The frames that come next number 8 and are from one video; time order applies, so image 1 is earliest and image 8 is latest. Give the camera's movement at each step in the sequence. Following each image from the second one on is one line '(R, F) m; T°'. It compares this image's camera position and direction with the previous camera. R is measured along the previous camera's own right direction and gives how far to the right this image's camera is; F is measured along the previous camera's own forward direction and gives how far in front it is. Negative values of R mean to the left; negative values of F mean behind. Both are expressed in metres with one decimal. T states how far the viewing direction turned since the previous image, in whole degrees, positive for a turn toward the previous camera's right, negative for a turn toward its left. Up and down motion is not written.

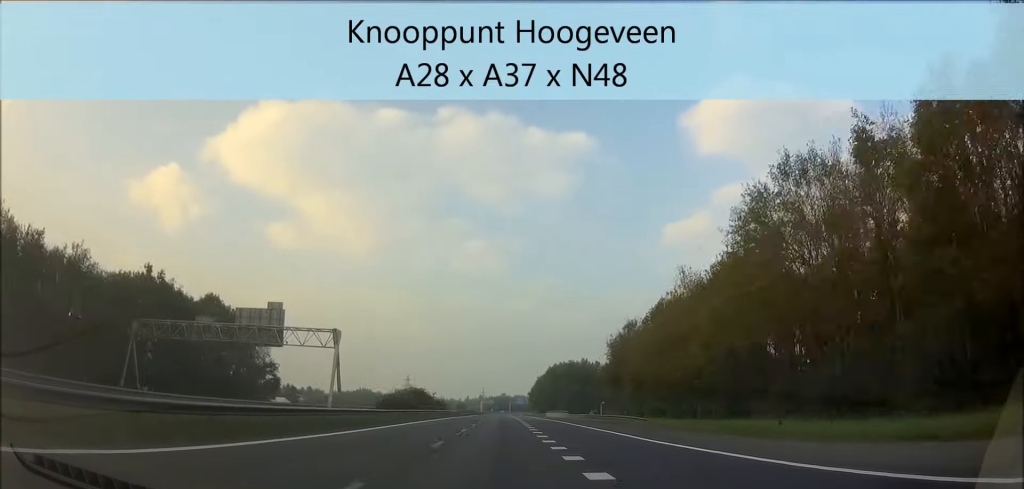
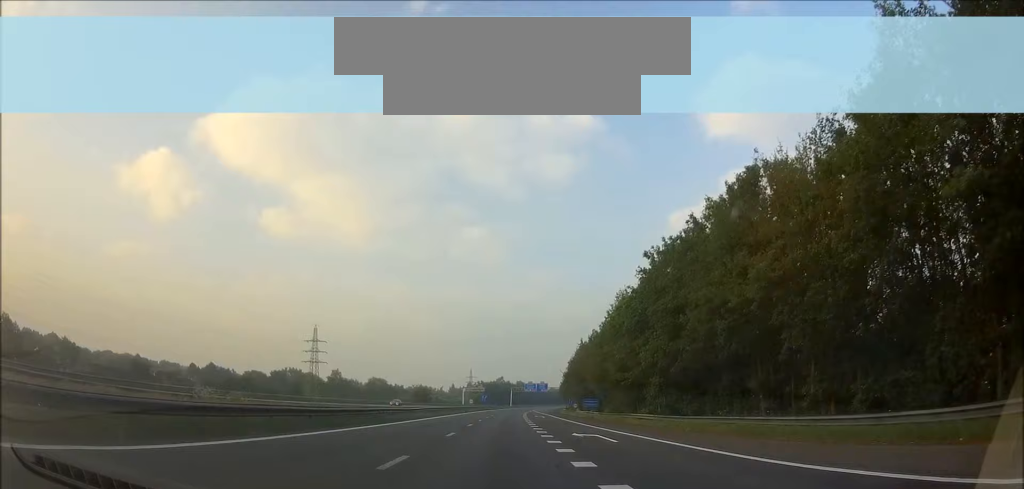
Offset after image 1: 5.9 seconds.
(+2.2, +170.7) m; +3°
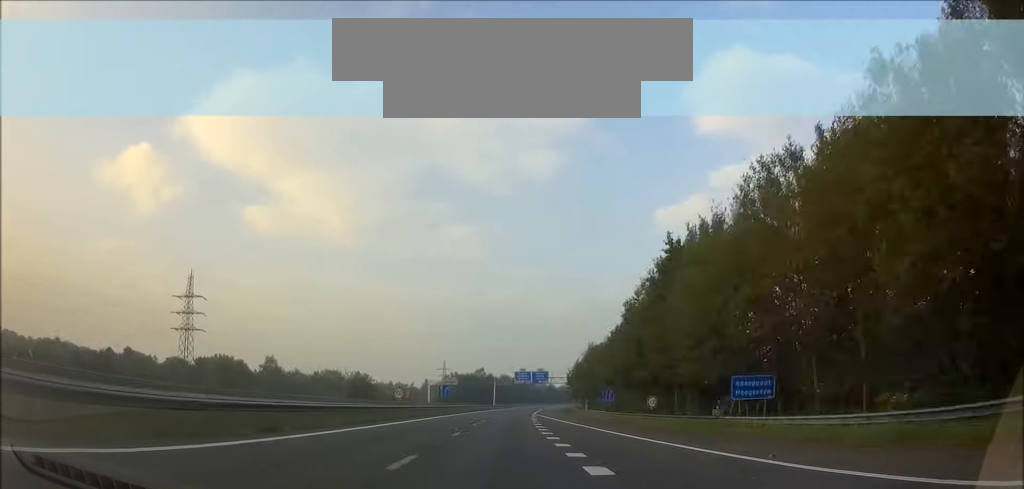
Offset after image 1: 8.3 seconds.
(-0.3, +70.0) m; +2°
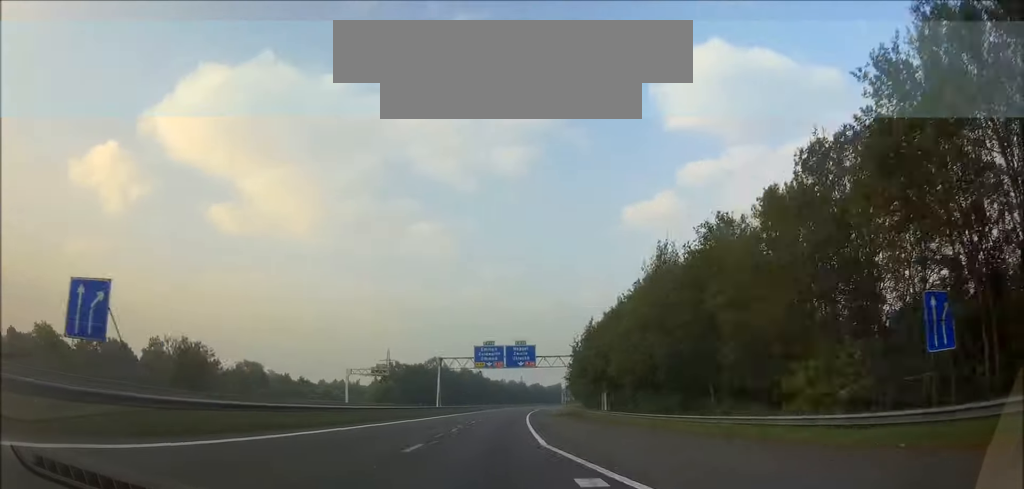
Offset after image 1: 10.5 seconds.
(+2.5, +66.0) m; +3°
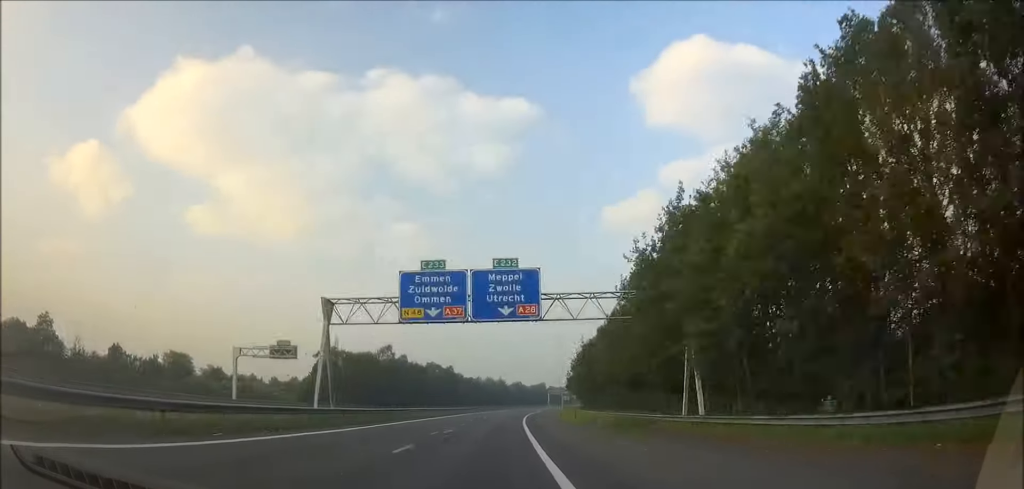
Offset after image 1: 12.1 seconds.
(-0.4, +46.6) m; +2°
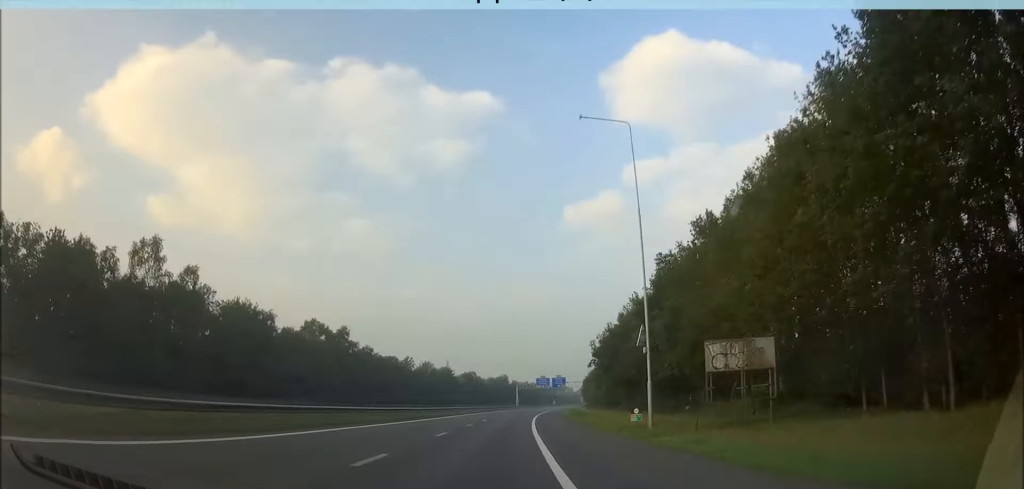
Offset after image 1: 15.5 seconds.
(+4.3, +96.6) m; +5°
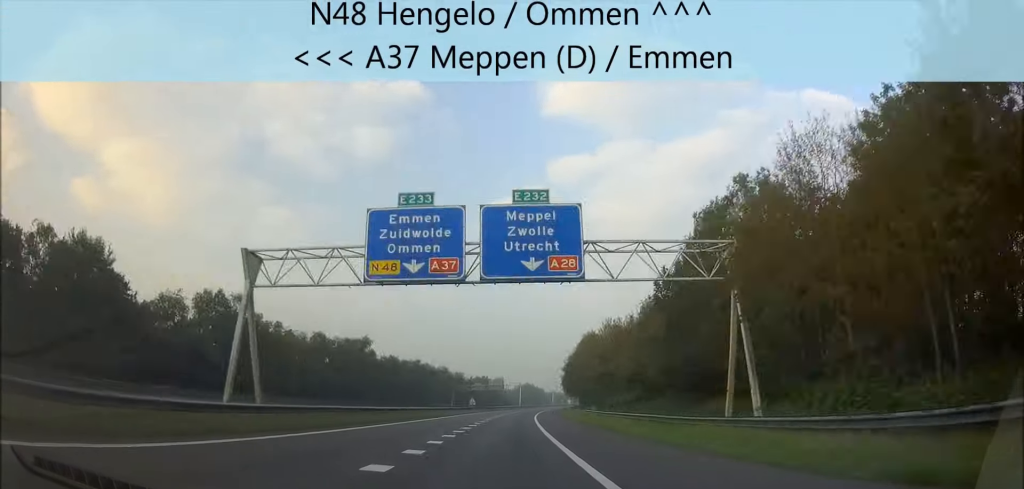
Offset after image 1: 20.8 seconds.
(+10.5, +155.3) m; +8°
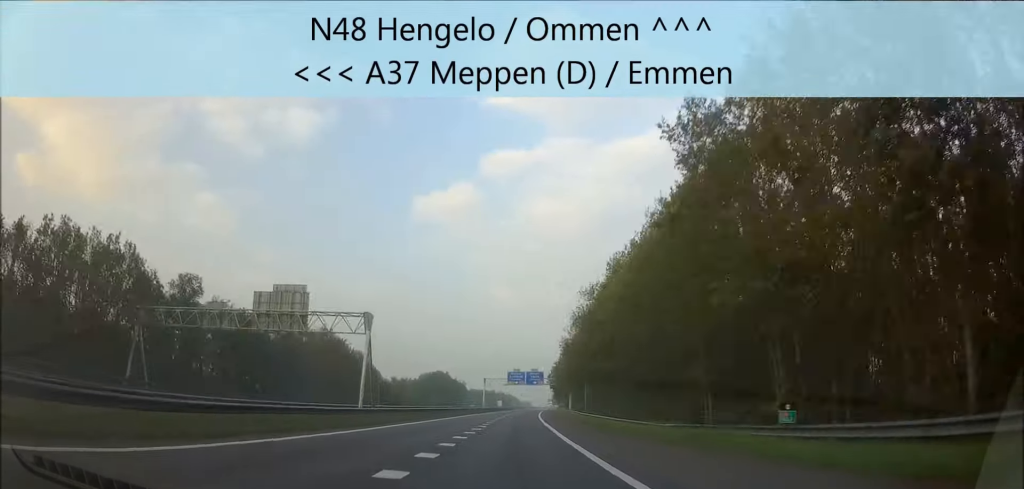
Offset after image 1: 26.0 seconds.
(+9.9, +151.9) m; +6°
